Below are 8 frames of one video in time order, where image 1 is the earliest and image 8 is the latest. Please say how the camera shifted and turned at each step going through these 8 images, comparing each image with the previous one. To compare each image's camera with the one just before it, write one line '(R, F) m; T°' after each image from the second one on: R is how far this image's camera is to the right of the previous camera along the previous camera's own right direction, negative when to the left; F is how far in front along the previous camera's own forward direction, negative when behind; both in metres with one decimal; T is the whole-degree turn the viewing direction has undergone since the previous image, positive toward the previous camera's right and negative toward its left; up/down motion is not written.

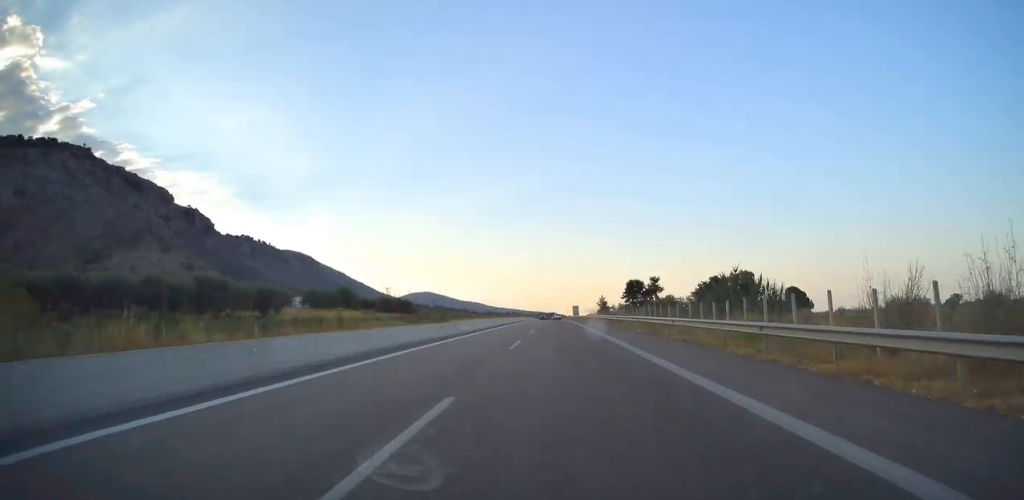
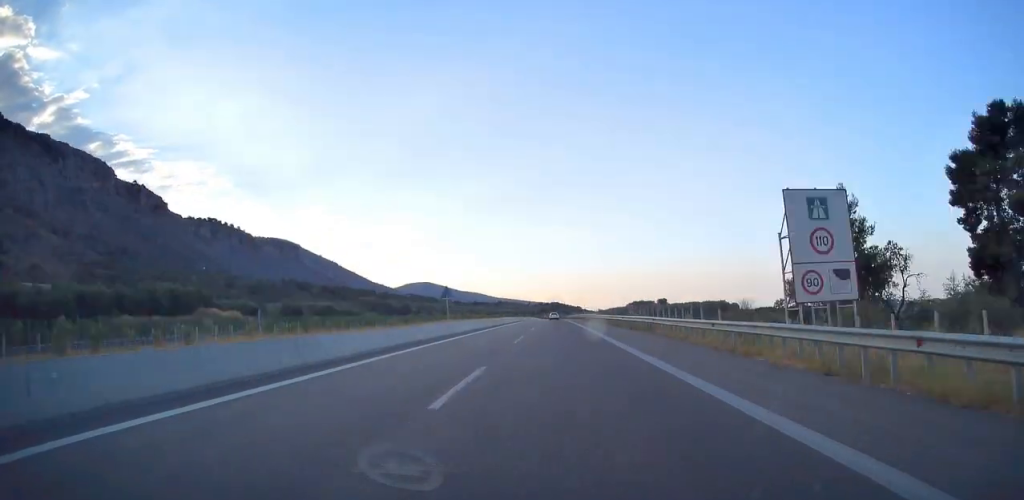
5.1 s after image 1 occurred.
(-2.8, +210.5) m; +1°
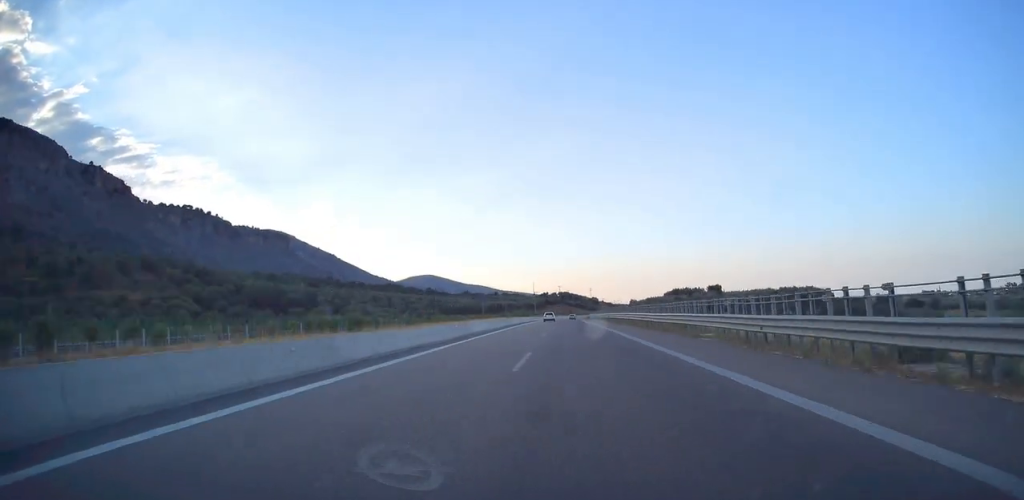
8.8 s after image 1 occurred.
(+2.4, +153.8) m; +3°
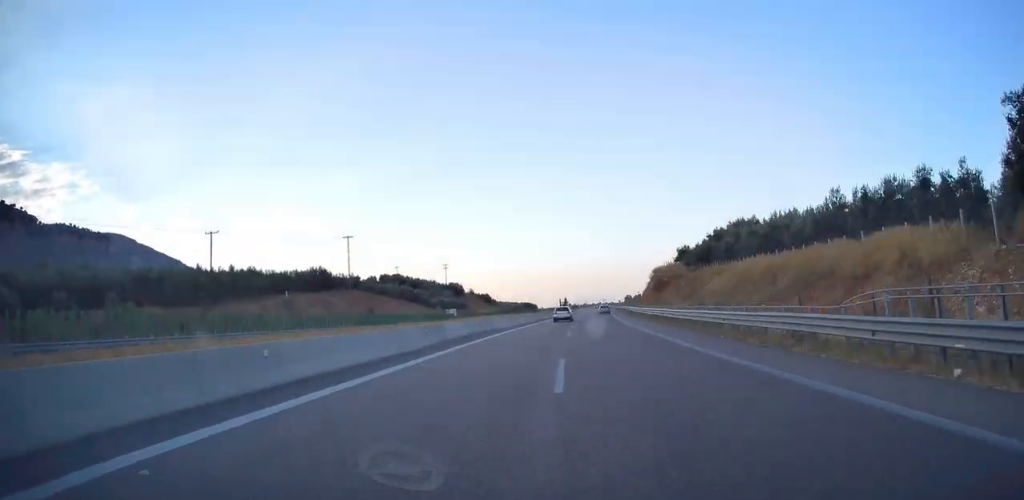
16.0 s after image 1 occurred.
(+11.7, +293.4) m; +6°
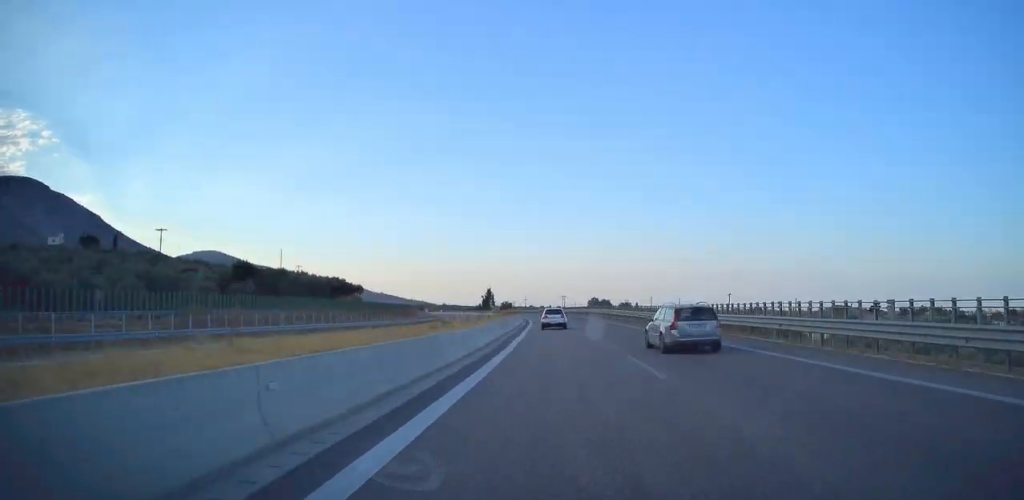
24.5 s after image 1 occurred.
(+19.1, +346.7) m; -3°
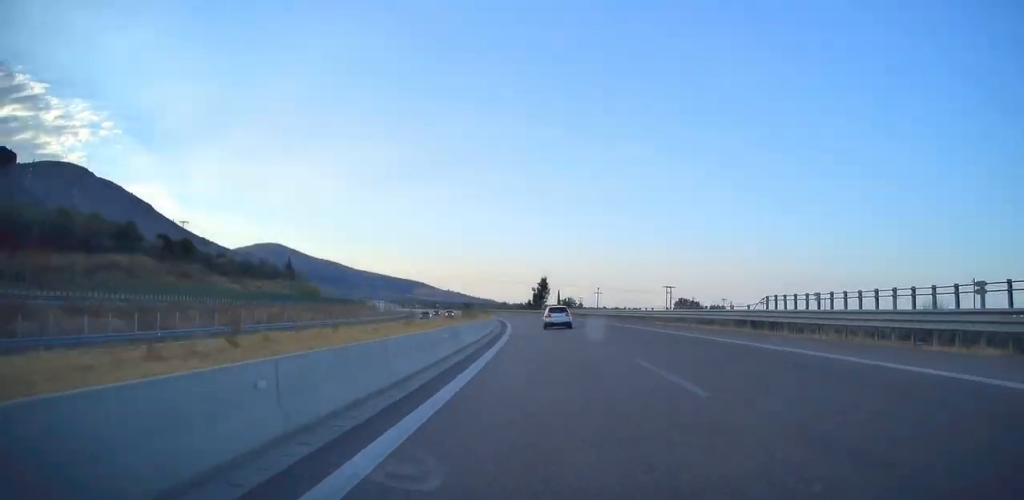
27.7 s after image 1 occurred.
(-3.4, +131.1) m; -5°
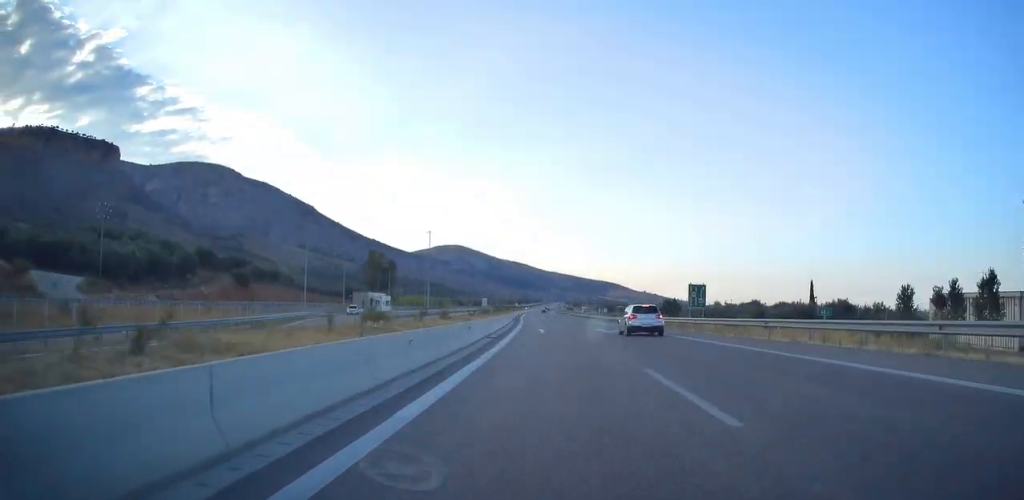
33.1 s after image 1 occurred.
(-16.3, +217.6) m; -6°
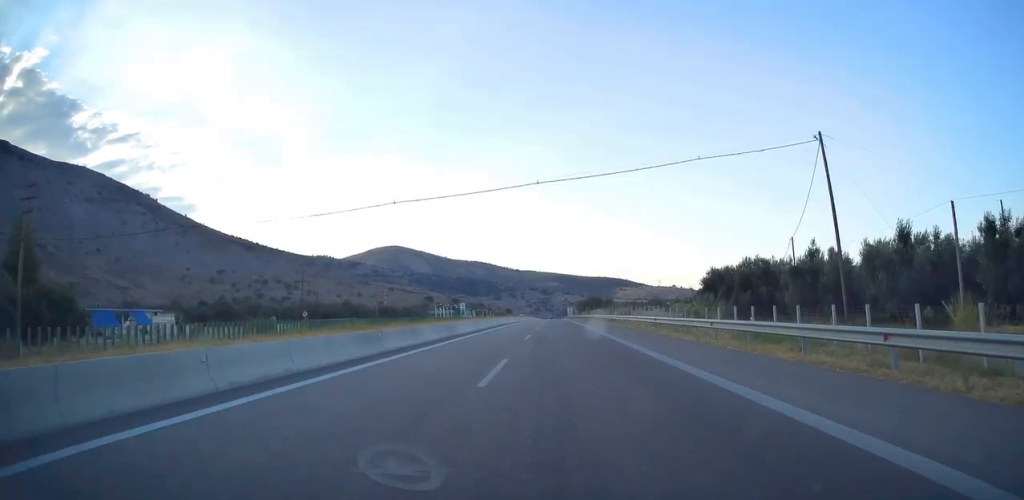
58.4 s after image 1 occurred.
(-66.4, +1056.0) m; -3°
